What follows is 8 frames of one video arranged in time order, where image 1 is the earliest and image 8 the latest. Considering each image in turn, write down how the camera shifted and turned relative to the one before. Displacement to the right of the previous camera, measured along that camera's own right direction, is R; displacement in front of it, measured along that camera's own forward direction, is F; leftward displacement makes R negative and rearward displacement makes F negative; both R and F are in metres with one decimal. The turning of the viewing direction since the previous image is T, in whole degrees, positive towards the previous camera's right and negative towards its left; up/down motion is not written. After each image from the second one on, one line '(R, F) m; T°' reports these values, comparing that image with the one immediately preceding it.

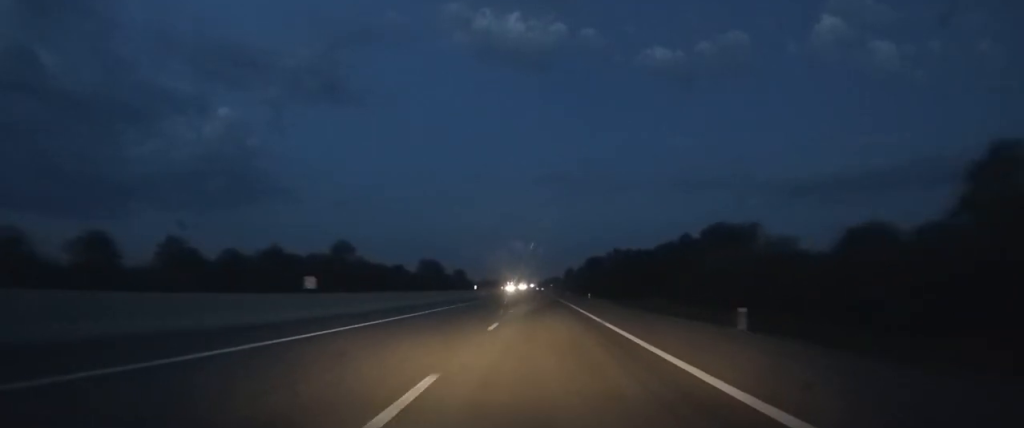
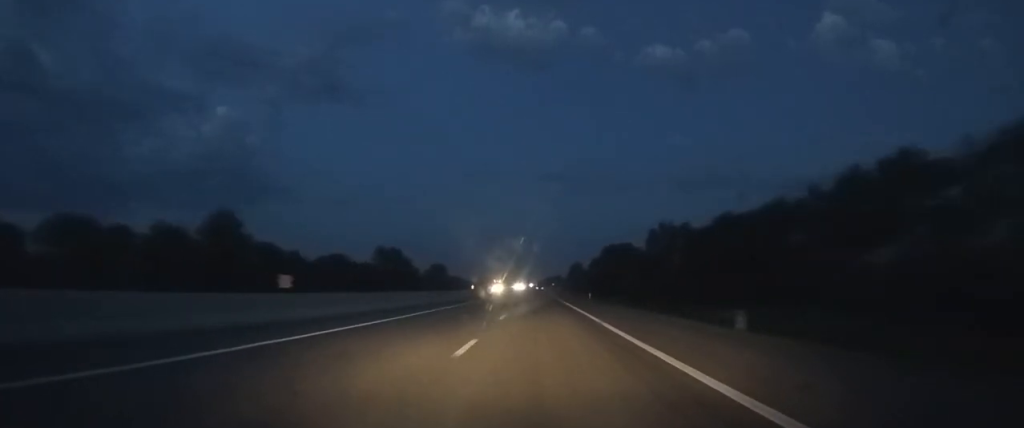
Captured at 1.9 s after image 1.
(+0.1, +60.4) m; 0°
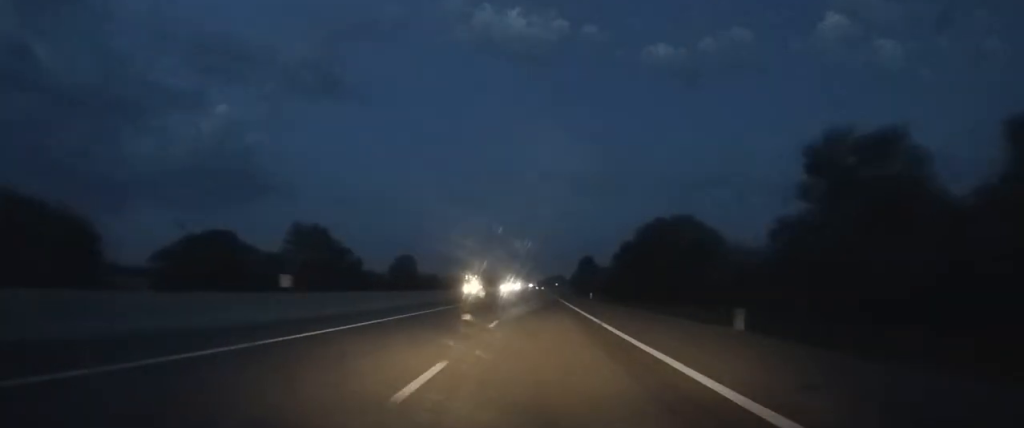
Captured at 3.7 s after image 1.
(+0.1, +45.8) m; 0°
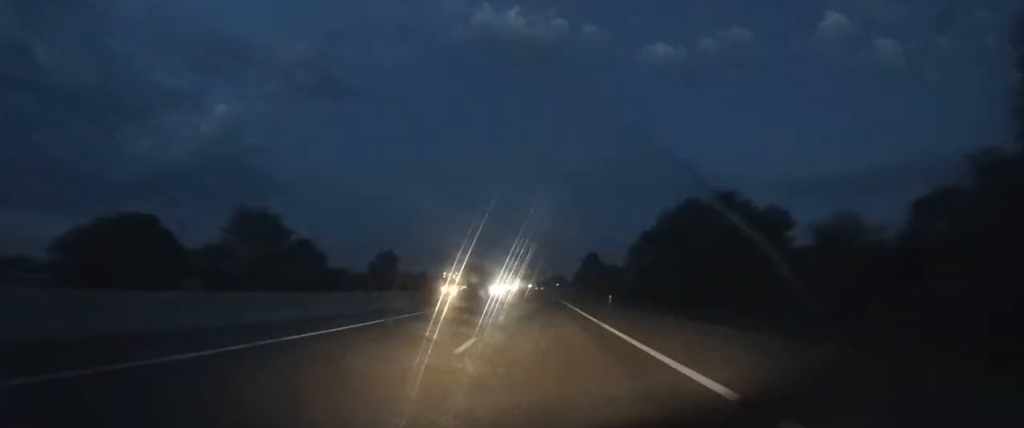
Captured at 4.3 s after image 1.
(0.0, +15.7) m; 0°
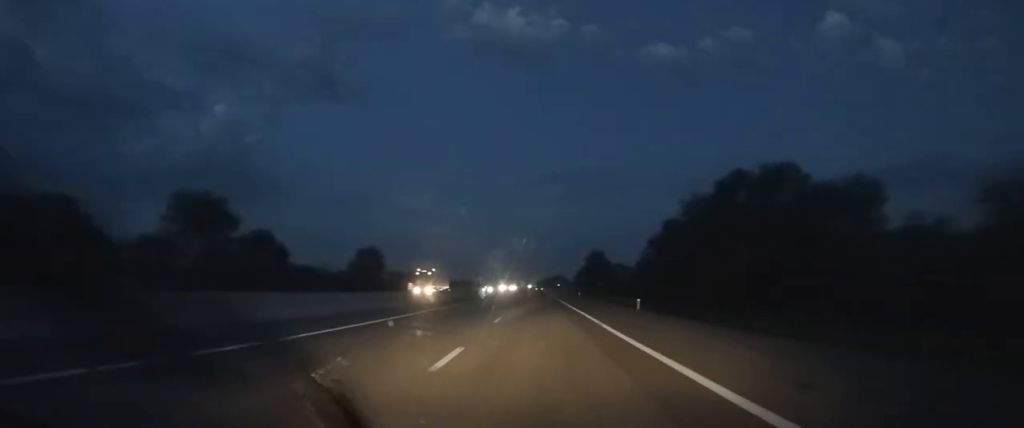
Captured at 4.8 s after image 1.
(0.0, +13.7) m; 0°
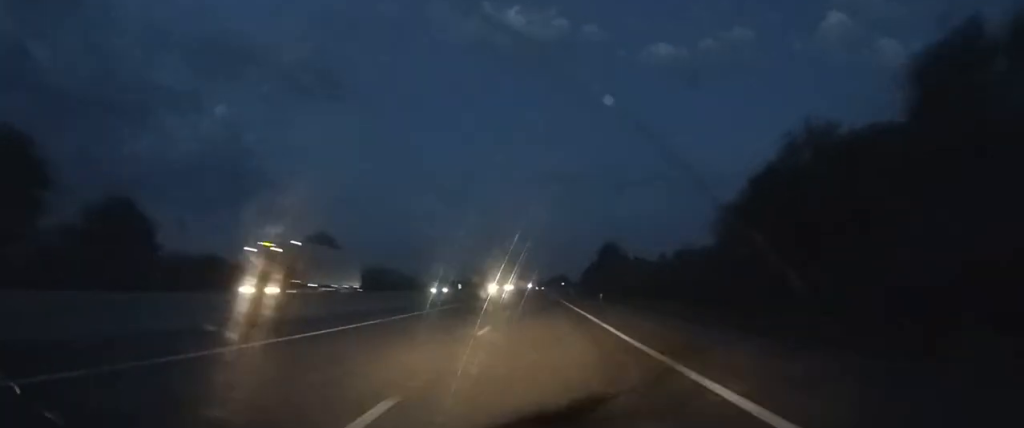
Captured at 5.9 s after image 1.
(0.0, +31.2) m; 0°
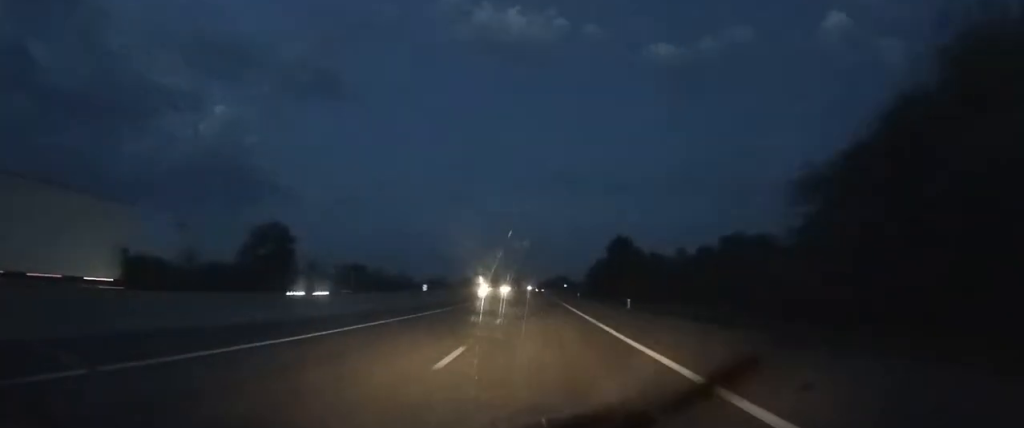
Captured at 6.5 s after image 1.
(0.0, +21.1) m; 0°
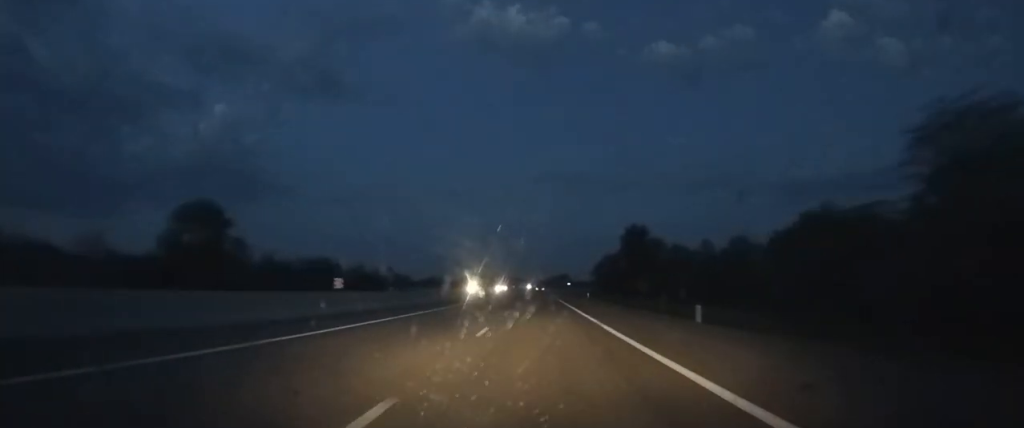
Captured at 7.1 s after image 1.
(-0.1, +22.5) m; 0°
